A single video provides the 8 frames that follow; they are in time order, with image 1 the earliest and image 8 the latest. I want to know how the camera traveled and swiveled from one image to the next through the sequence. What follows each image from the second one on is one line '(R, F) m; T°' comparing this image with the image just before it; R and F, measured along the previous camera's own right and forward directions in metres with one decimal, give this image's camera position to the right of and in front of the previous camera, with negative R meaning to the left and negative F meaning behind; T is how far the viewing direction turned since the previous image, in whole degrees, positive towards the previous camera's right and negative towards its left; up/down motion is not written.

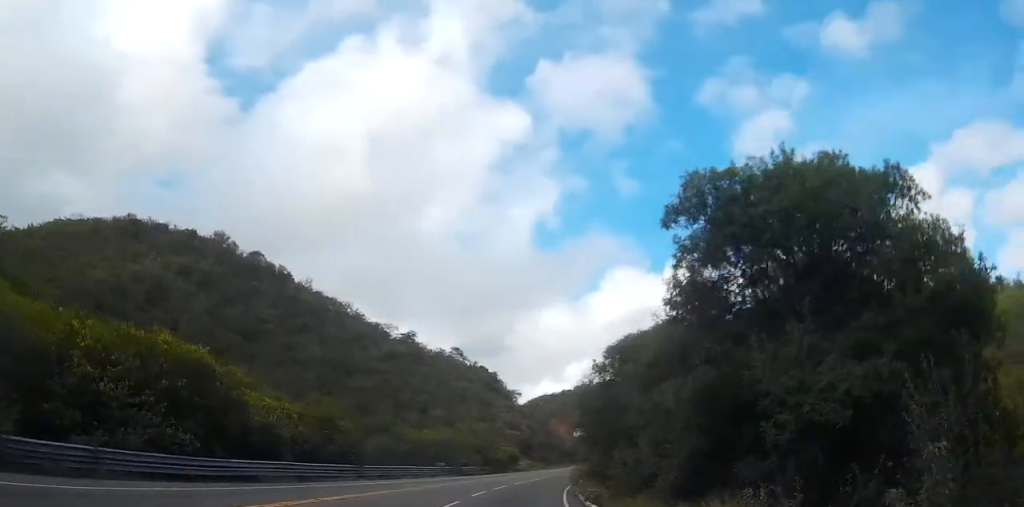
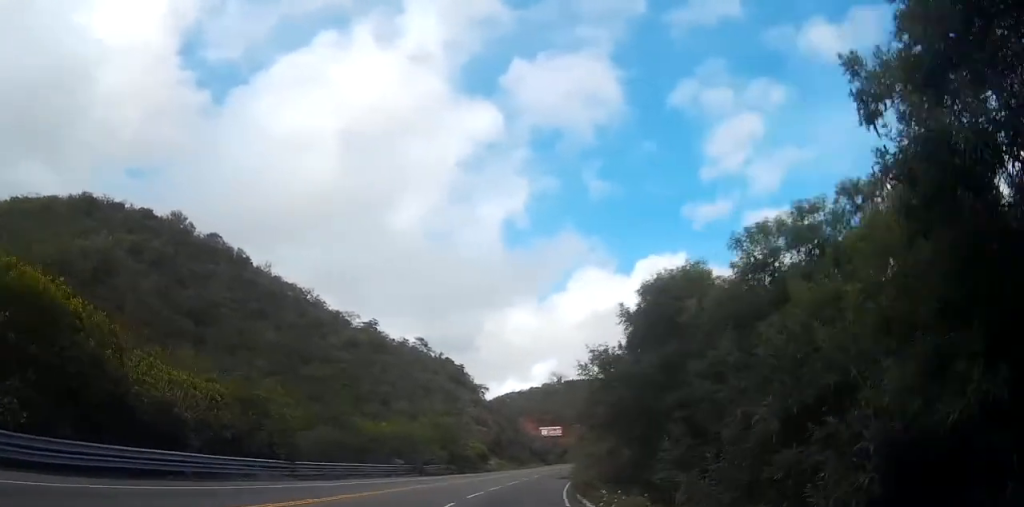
(+1.0, +10.3) m; +3°
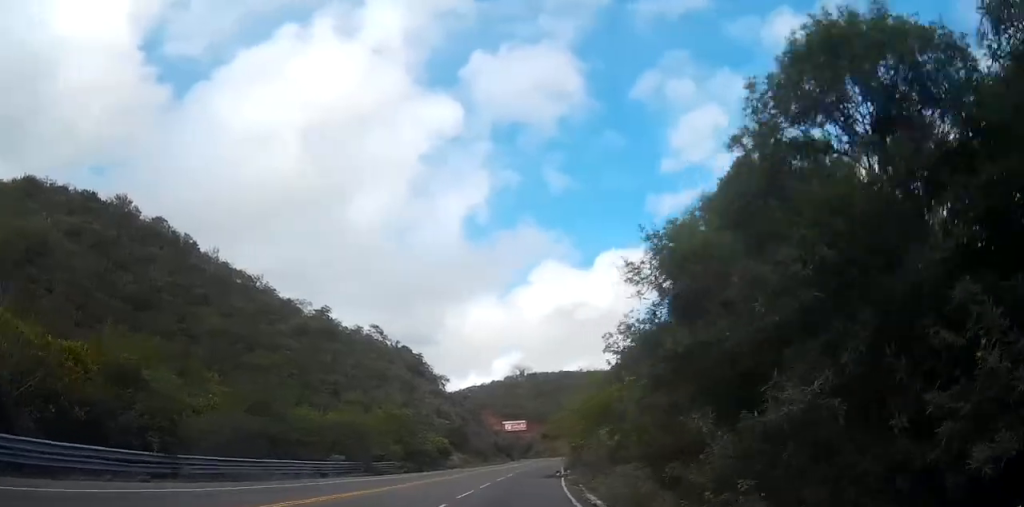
(+0.4, +11.6) m; +2°
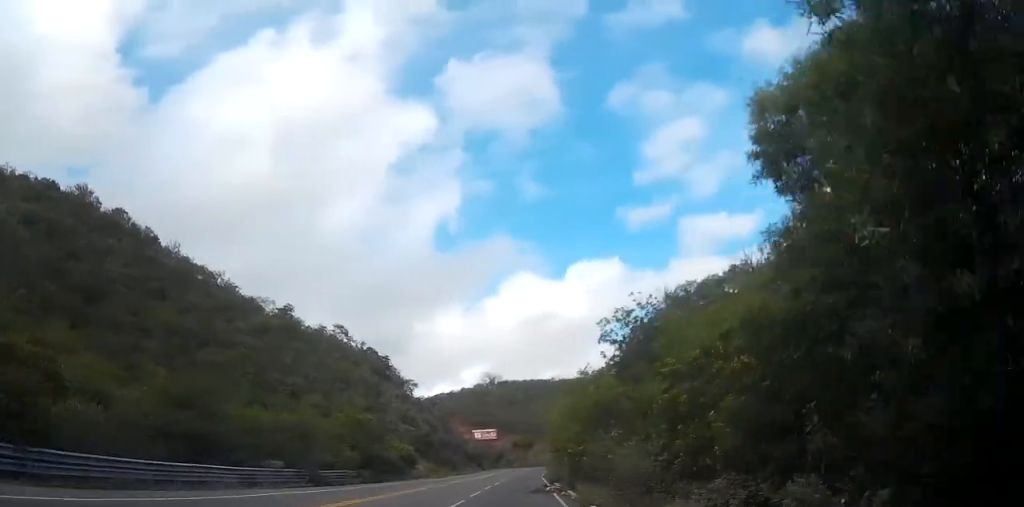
(0.0, +8.4) m; 0°
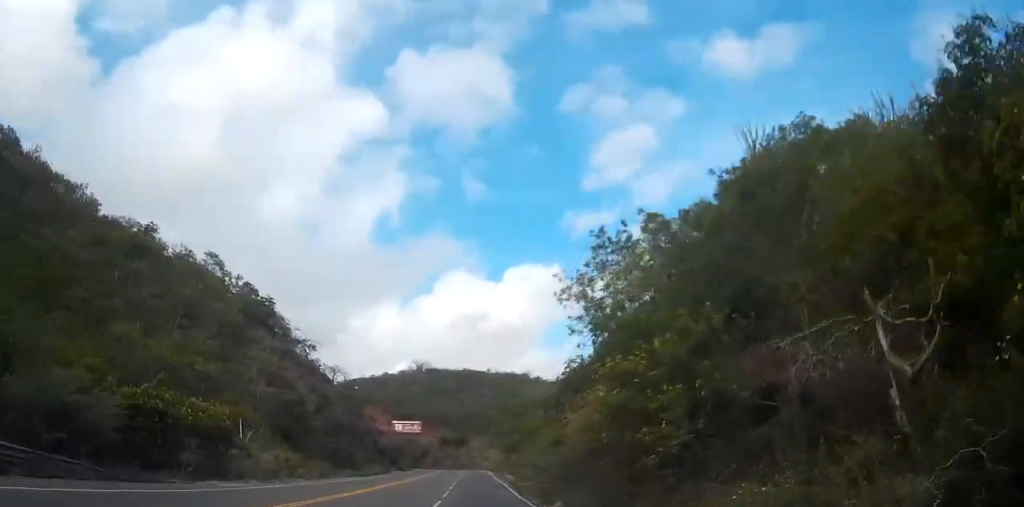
(0.0, +43.7) m; 0°
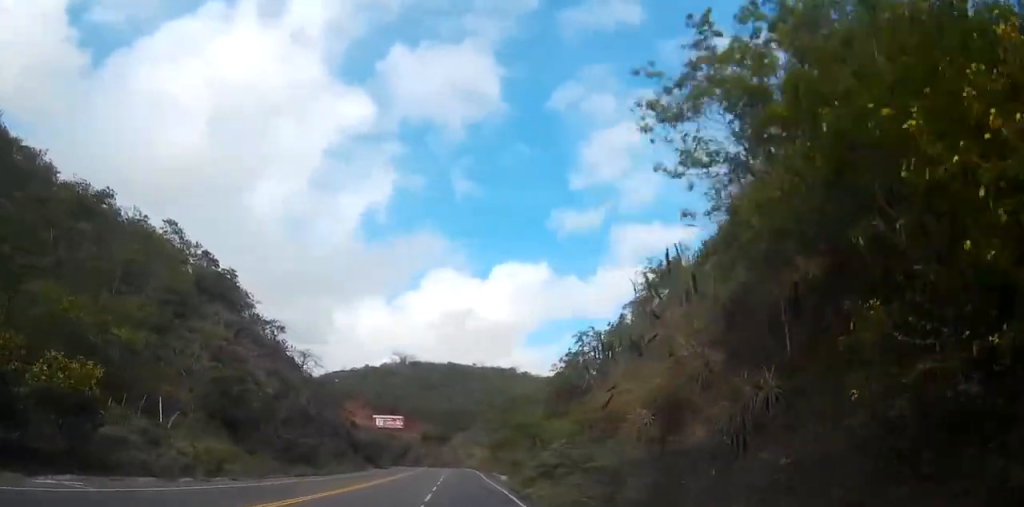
(0.0, +12.4) m; 0°
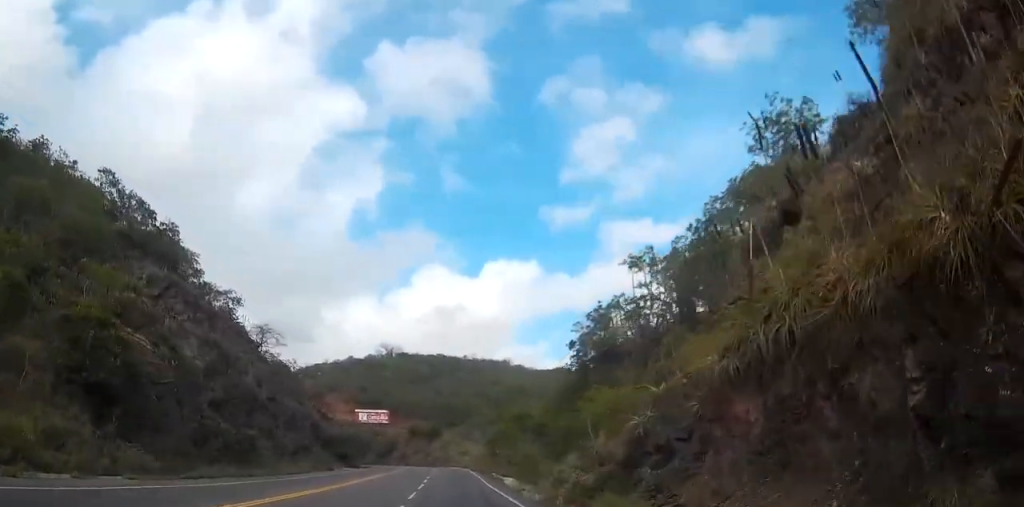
(0.0, +17.7) m; 0°
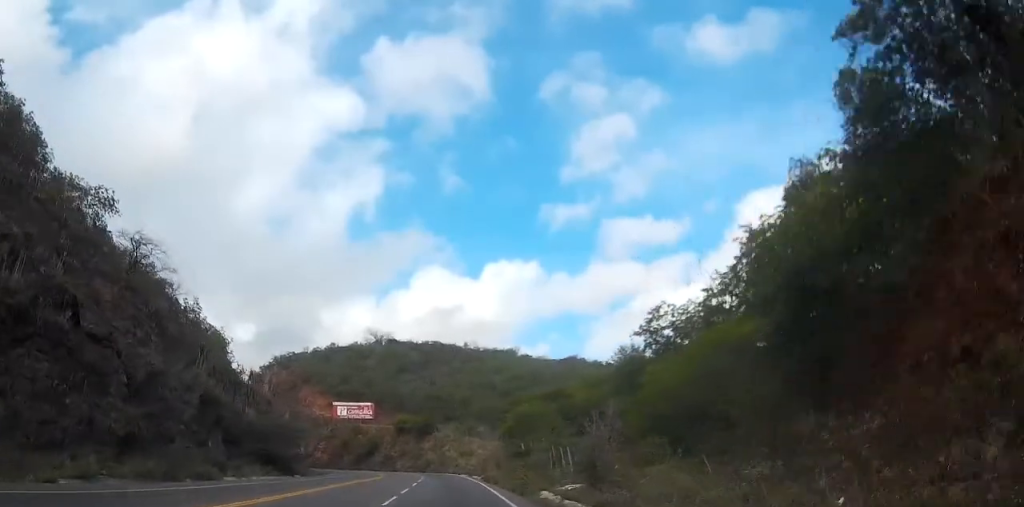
(0.0, +36.3) m; 0°
